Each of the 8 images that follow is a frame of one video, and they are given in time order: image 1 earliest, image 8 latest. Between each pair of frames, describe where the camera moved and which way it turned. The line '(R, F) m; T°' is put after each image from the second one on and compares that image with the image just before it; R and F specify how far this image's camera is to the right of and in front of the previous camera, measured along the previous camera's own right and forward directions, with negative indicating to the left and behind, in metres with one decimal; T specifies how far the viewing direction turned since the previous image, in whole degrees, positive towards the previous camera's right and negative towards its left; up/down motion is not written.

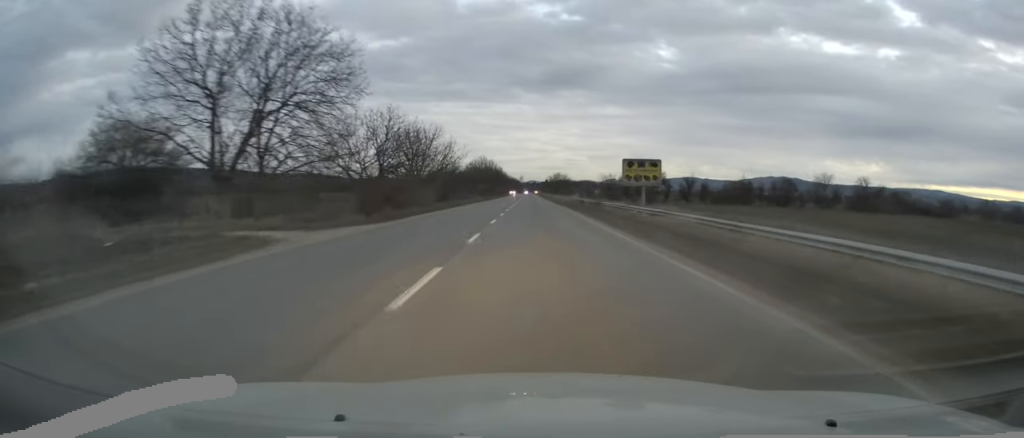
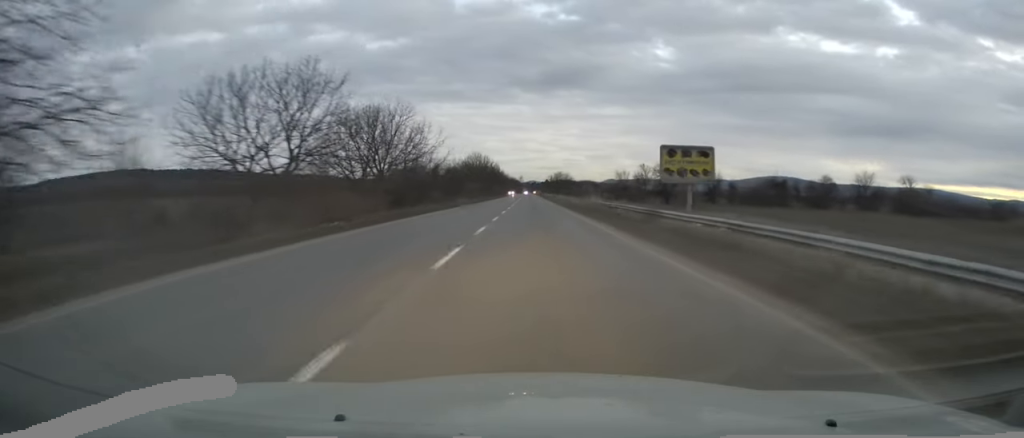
(0.0, +20.0) m; 0°
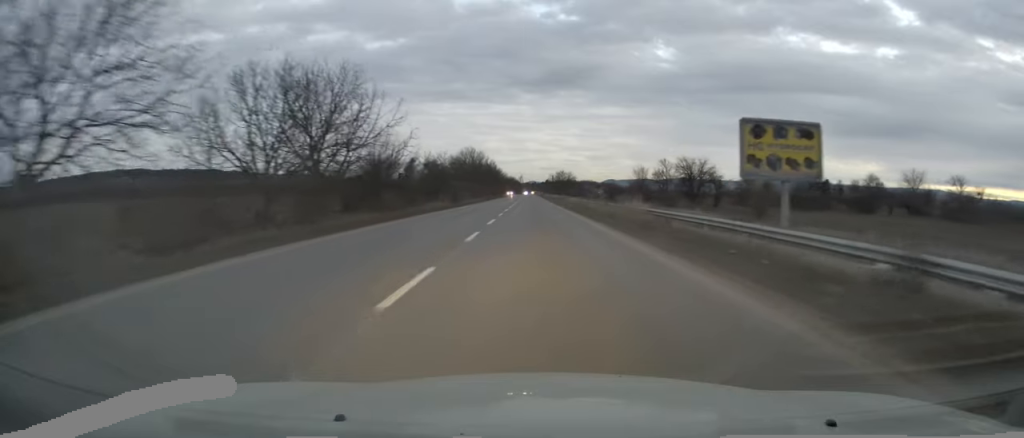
(-0.1, +18.6) m; 0°
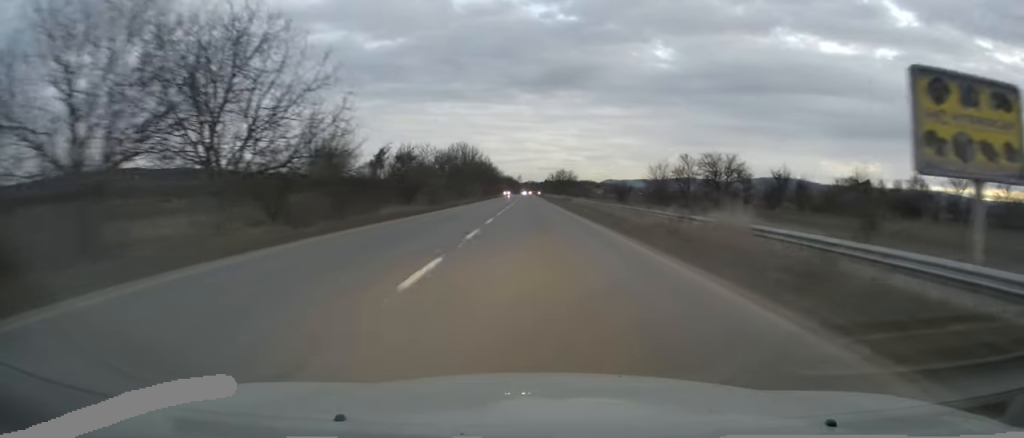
(0.0, +14.5) m; 0°
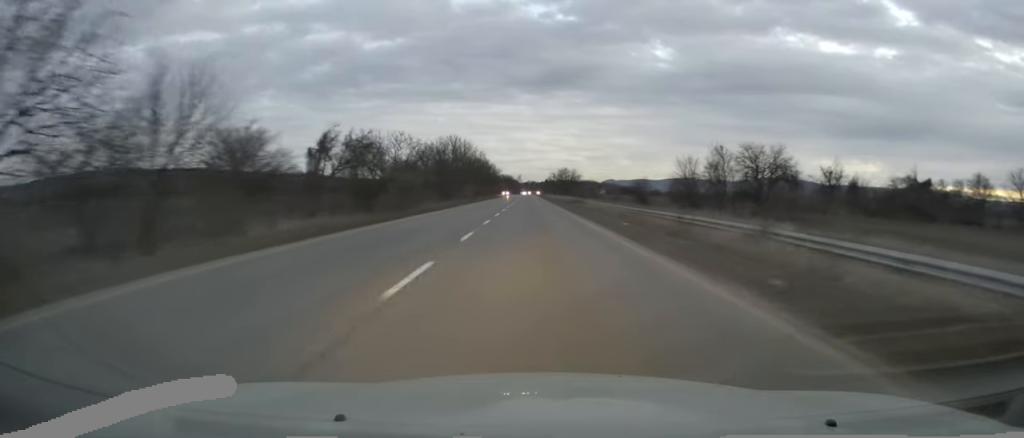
(+0.2, +16.0) m; 0°
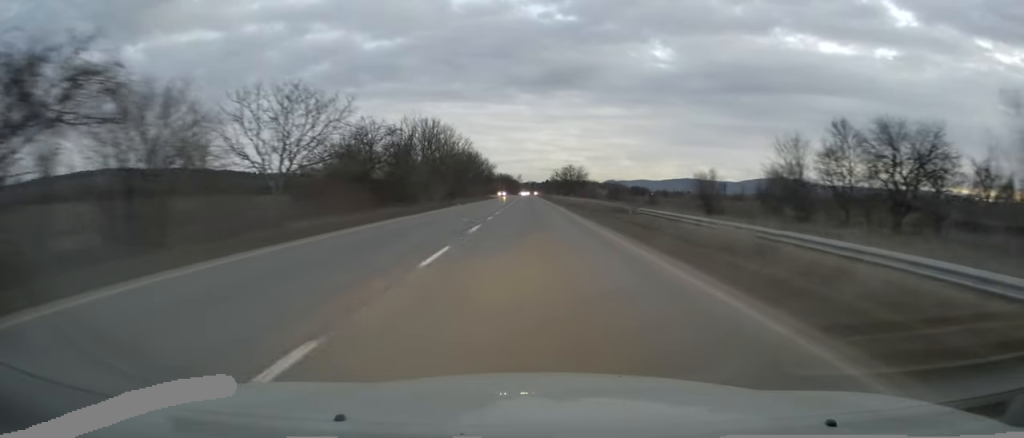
(-0.3, +28.3) m; 0°
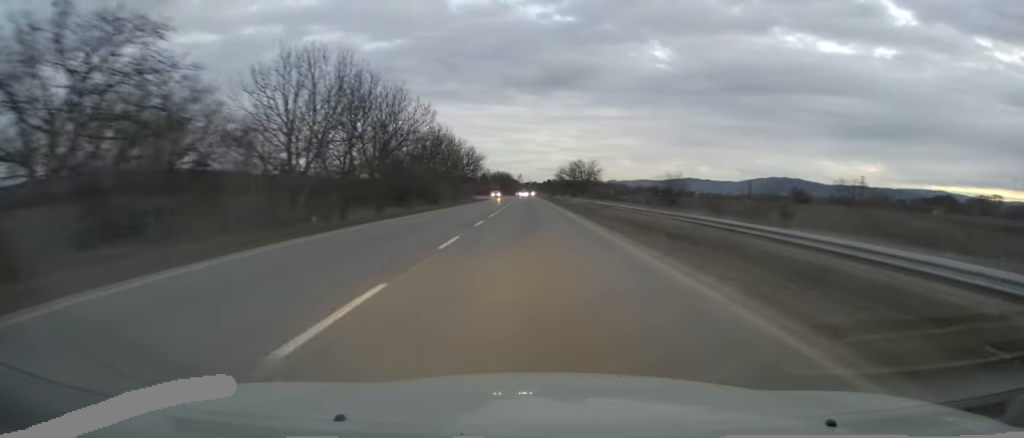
(+0.3, +36.0) m; 0°
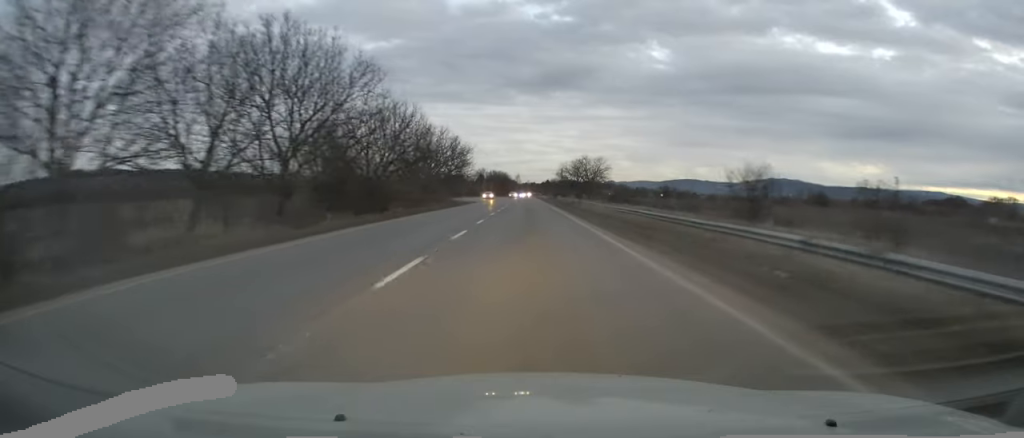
(-0.2, +20.0) m; -1°
